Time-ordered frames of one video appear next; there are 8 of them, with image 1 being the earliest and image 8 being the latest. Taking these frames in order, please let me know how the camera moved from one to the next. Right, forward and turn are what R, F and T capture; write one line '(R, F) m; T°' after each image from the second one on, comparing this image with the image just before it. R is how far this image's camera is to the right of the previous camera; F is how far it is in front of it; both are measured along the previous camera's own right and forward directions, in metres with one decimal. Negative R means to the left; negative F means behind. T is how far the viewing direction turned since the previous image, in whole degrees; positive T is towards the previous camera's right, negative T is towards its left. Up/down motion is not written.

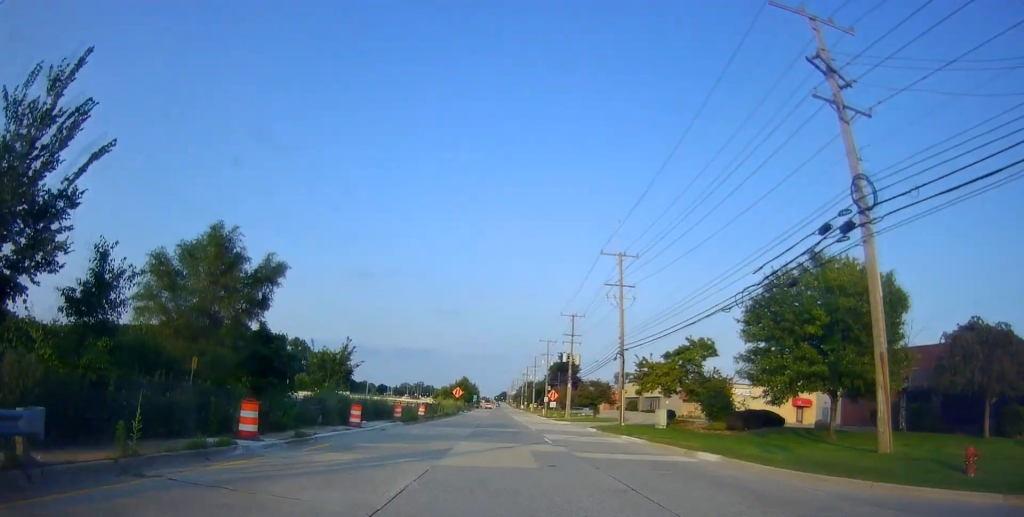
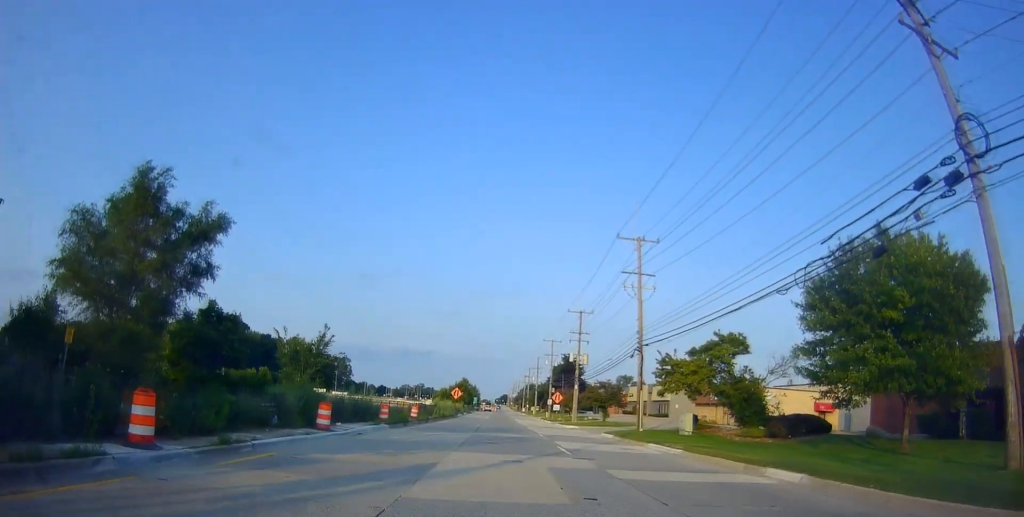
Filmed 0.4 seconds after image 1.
(-0.1, +4.4) m; 0°
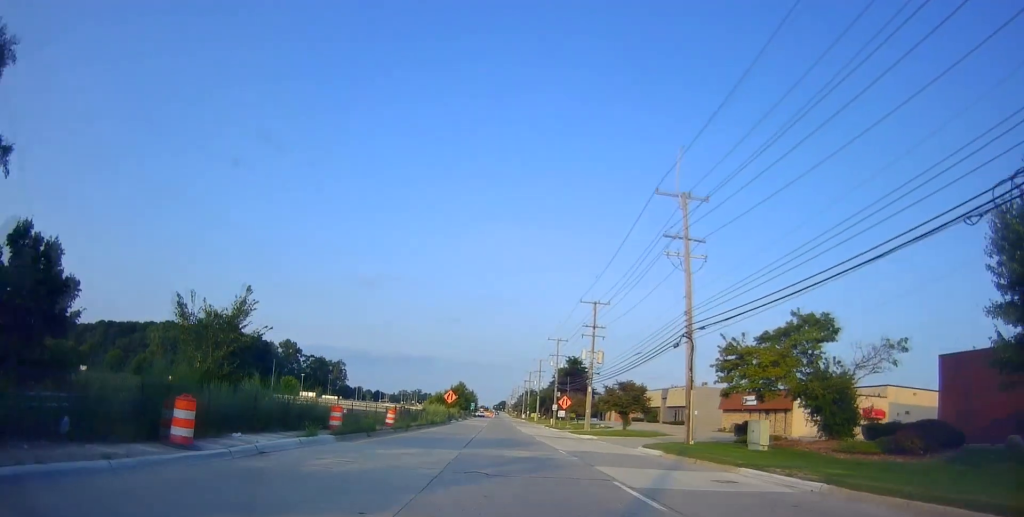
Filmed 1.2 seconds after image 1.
(+0.3, +8.8) m; +3°
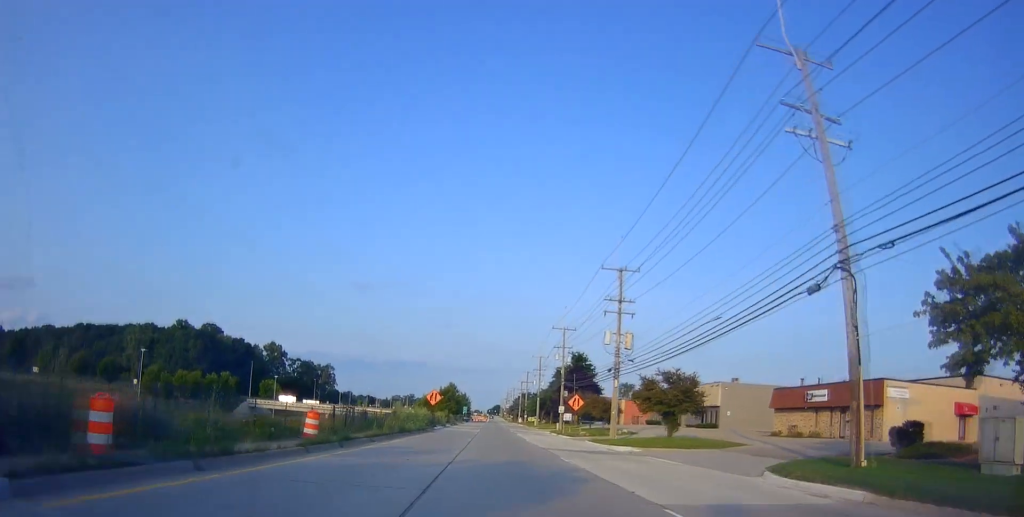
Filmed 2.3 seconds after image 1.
(+0.2, +13.1) m; +3°
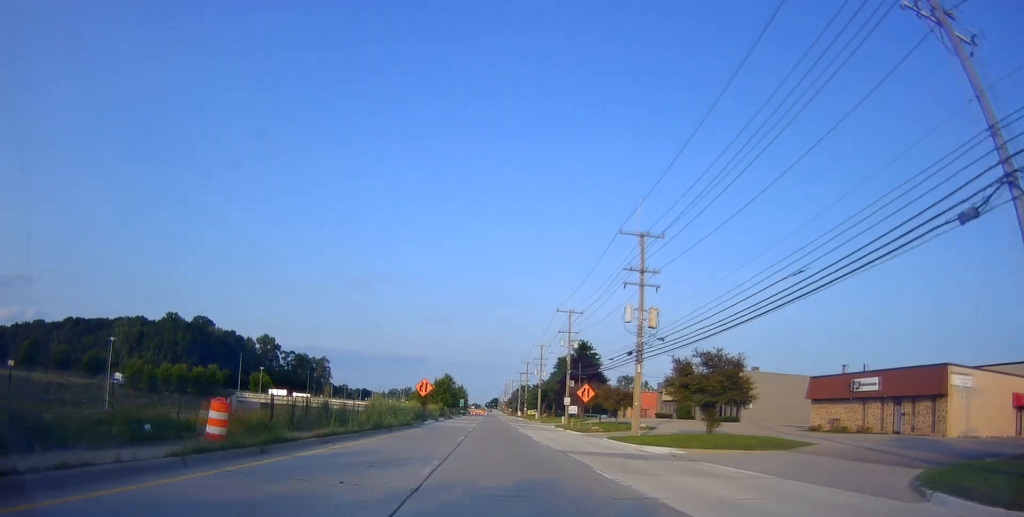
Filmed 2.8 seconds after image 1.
(+0.3, +6.7) m; 0°
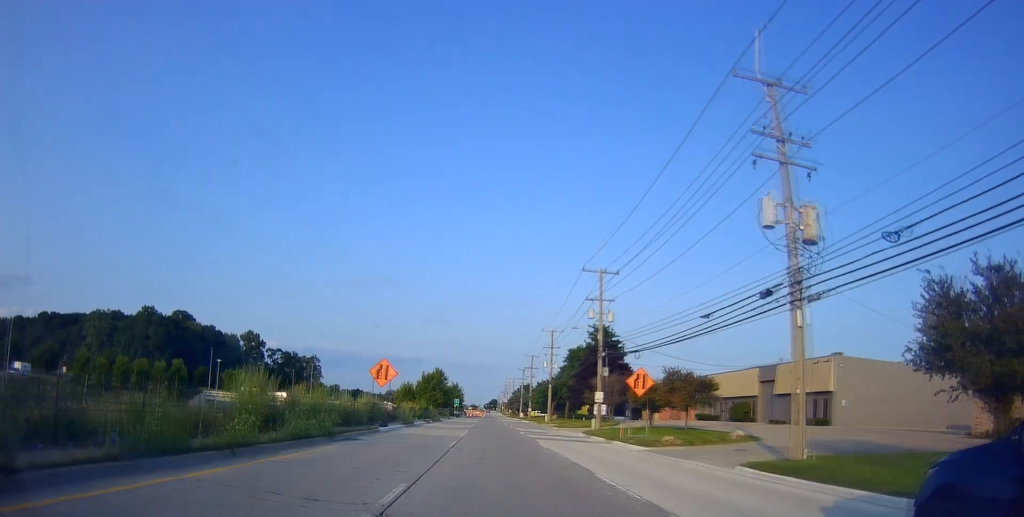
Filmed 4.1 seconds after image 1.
(-0.2, +18.1) m; 0°
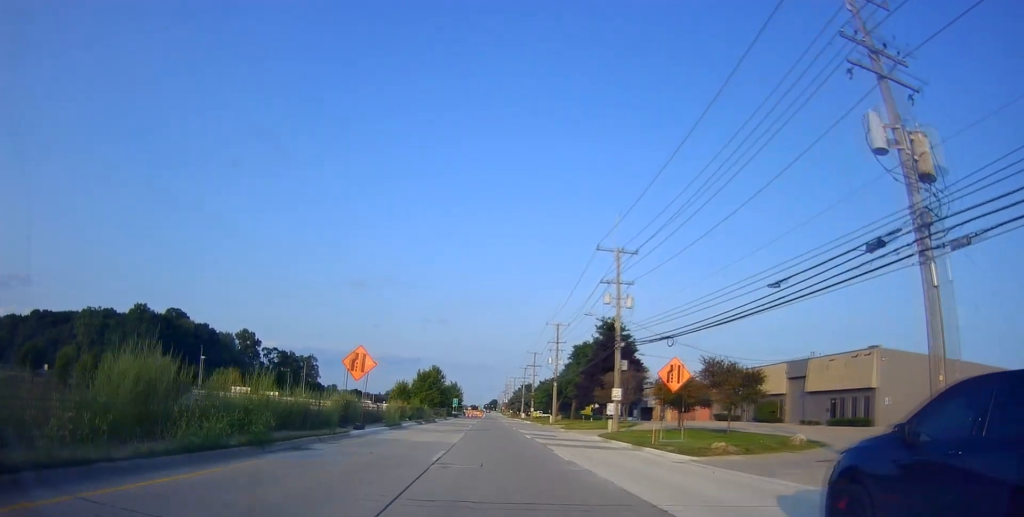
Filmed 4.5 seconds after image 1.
(0.0, +6.0) m; 0°
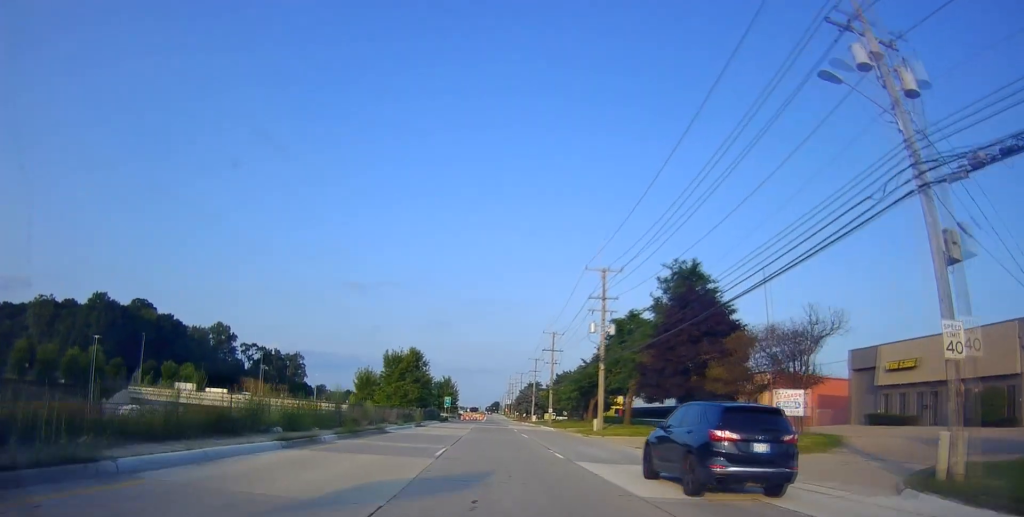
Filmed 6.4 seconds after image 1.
(-0.1, +30.5) m; -1°
